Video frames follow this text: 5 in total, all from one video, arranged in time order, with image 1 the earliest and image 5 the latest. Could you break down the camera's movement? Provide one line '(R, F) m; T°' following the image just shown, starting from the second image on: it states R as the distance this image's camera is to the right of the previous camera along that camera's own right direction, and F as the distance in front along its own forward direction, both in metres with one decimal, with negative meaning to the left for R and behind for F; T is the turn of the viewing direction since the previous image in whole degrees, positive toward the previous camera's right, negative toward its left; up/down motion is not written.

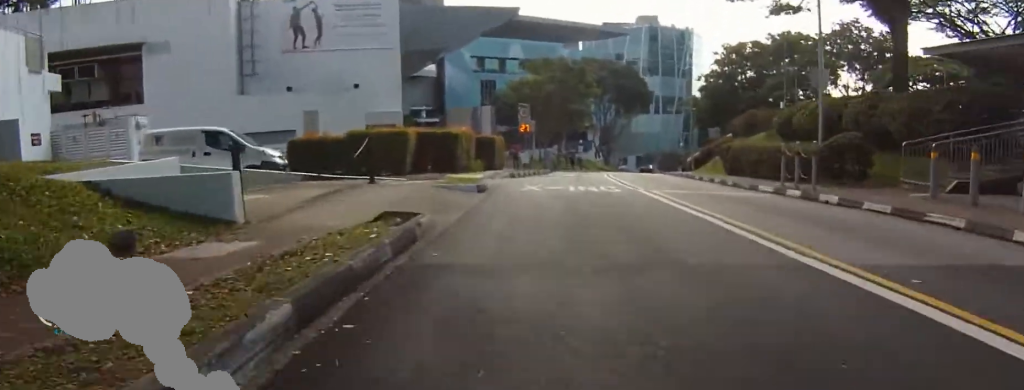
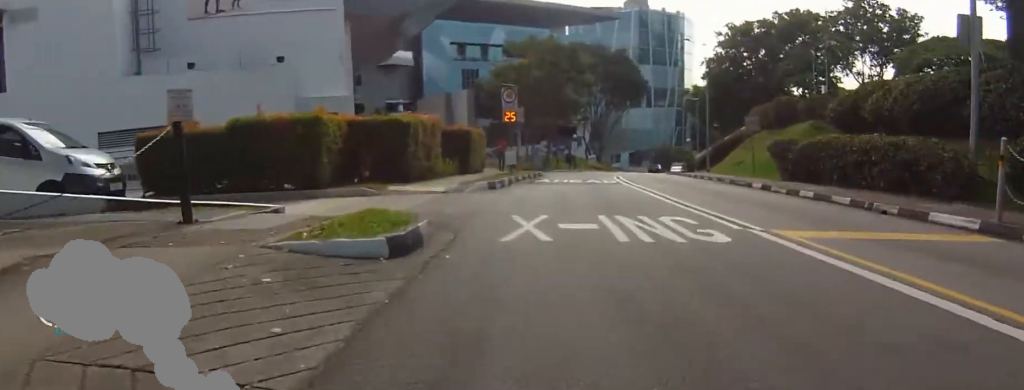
(-1.1, +7.7) m; -1°
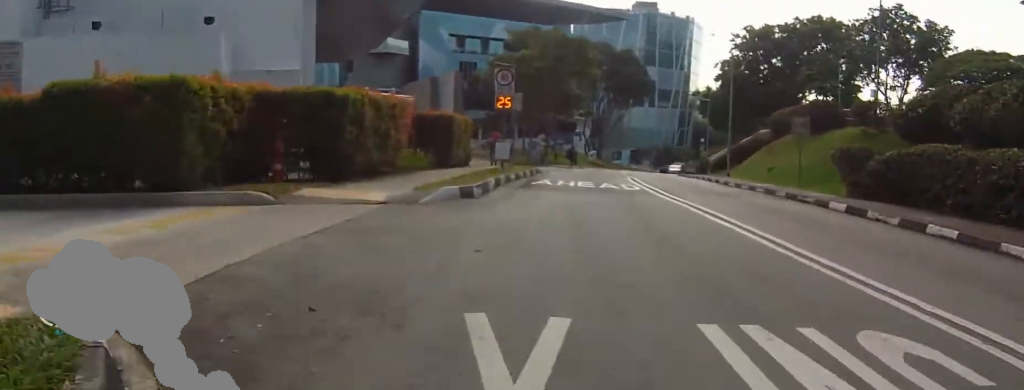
(+0.5, +4.9) m; +7°
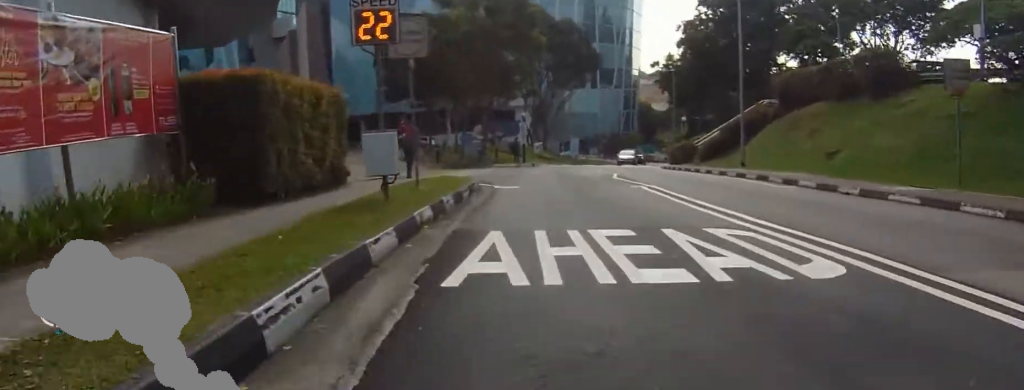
(+1.3, +10.7) m; +4°
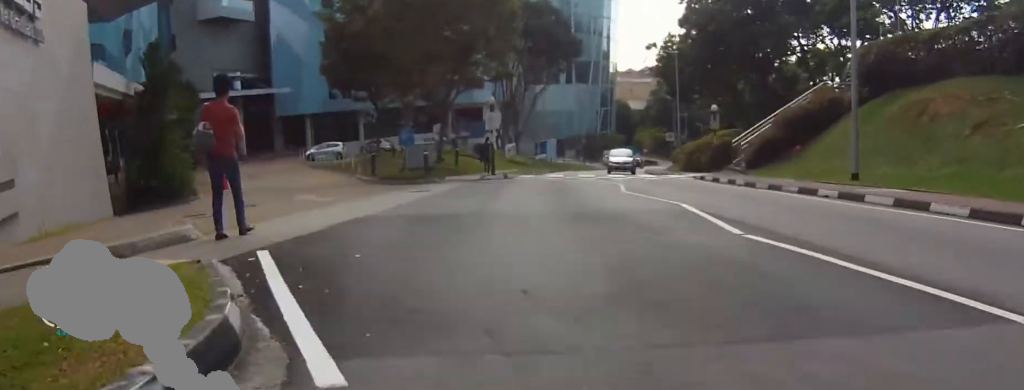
(-0.4, +10.9) m; -1°
